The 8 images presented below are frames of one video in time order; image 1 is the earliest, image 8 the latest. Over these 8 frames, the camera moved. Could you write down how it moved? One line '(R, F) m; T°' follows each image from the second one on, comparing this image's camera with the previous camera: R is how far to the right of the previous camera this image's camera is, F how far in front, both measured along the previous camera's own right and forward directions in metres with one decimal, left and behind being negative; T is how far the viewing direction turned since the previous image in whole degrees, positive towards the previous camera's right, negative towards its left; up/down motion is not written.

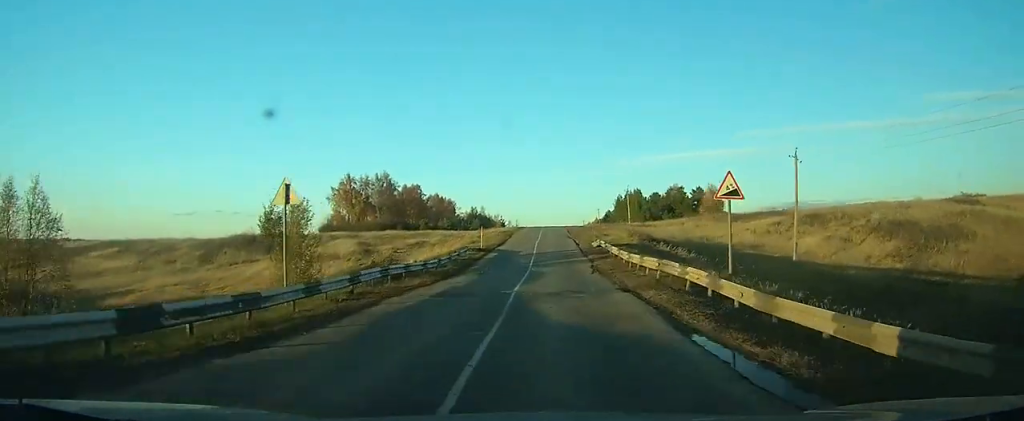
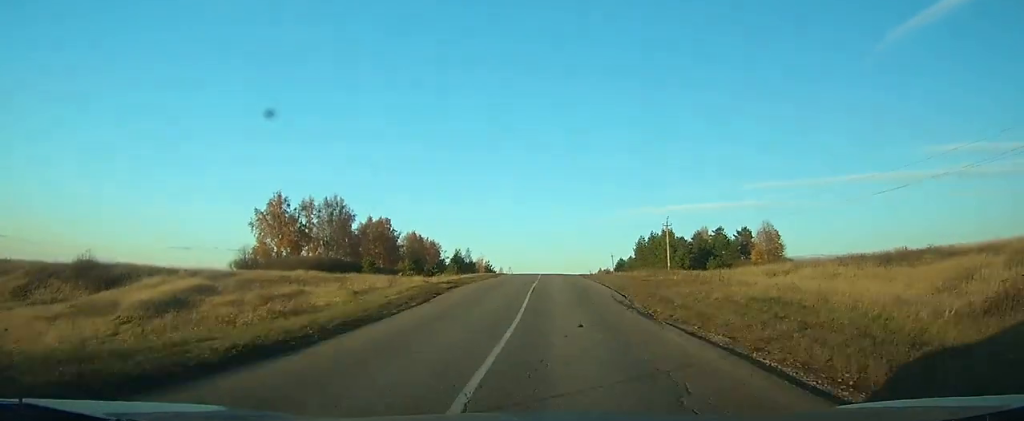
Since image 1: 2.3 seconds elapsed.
(+0.1, +45.5) m; 0°
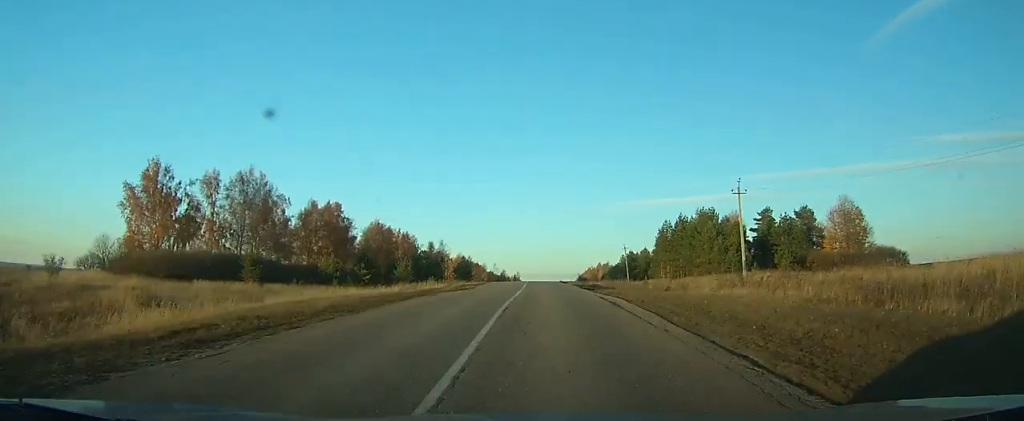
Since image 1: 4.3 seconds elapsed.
(+0.1, +41.1) m; 0°
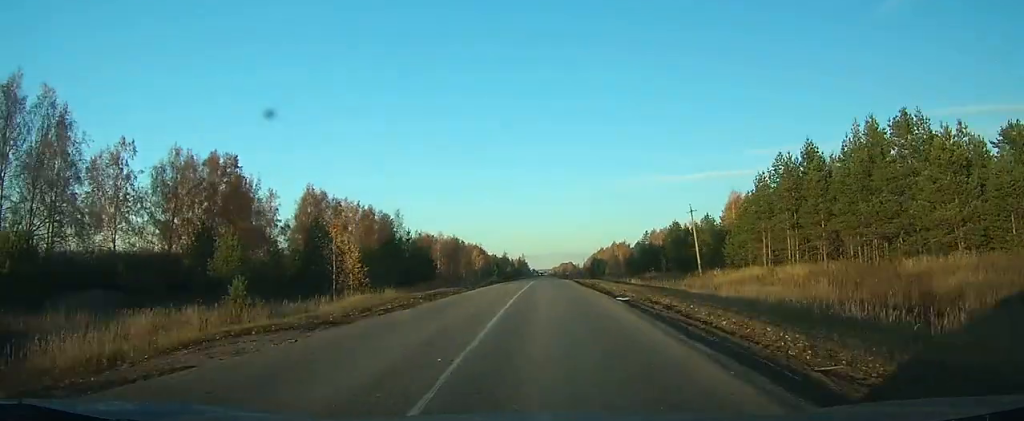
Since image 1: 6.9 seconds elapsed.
(-0.3, +54.7) m; -1°
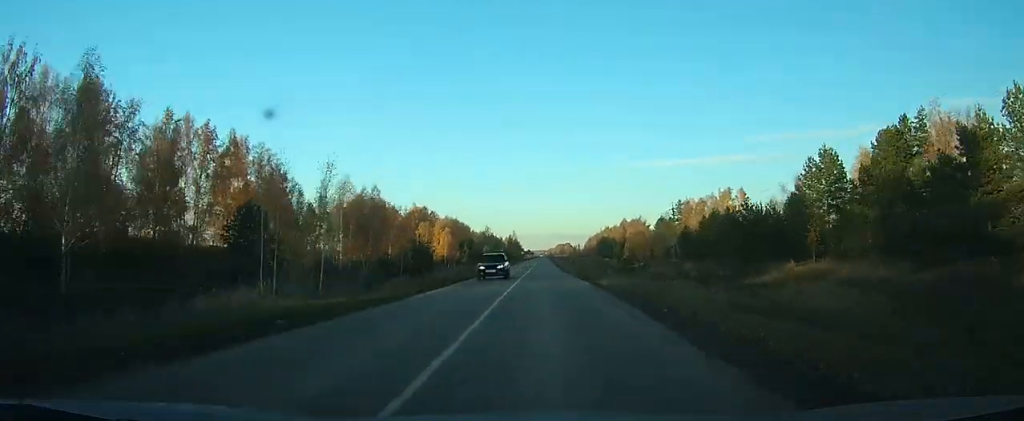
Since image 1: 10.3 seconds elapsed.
(-0.6, +71.5) m; -1°
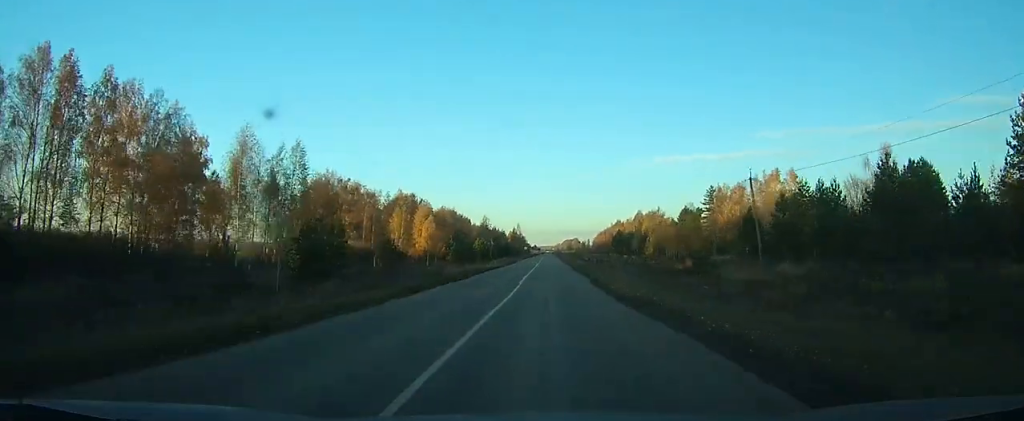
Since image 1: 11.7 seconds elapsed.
(-0.1, +33.0) m; 0°
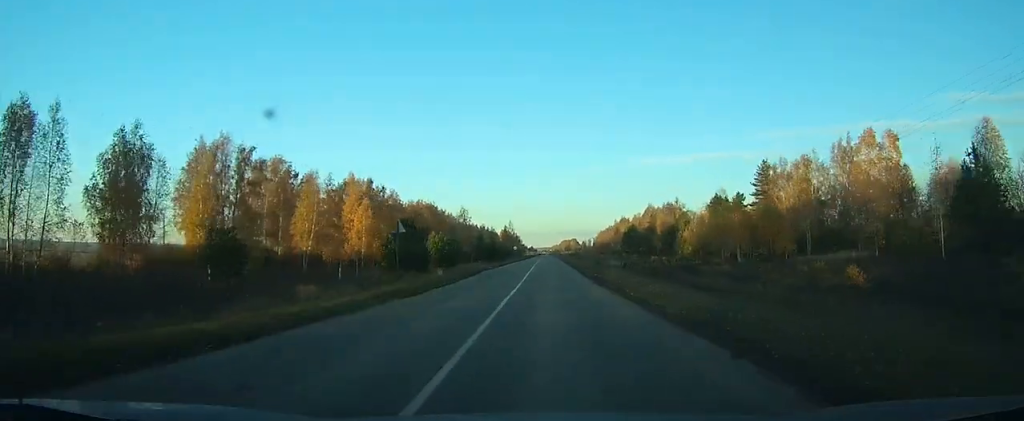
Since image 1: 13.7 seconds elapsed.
(+0.1, +47.0) m; 0°
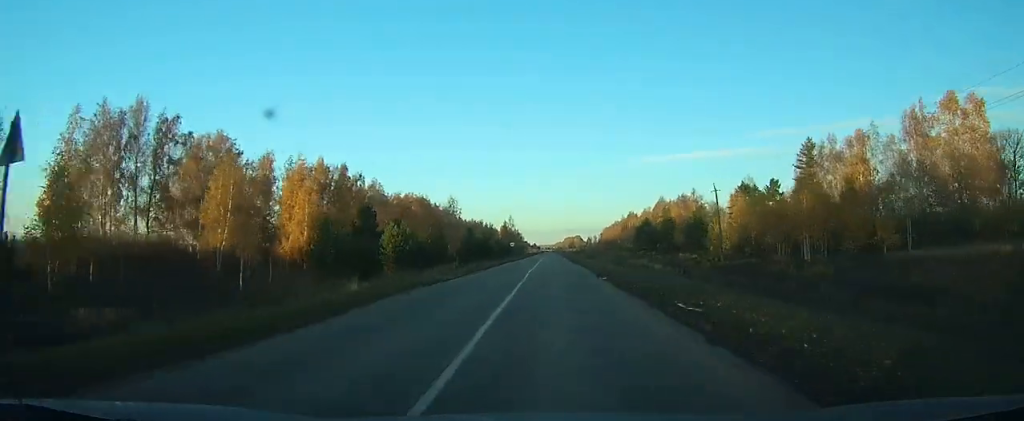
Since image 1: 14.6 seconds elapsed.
(0.0, +22.8) m; 0°
